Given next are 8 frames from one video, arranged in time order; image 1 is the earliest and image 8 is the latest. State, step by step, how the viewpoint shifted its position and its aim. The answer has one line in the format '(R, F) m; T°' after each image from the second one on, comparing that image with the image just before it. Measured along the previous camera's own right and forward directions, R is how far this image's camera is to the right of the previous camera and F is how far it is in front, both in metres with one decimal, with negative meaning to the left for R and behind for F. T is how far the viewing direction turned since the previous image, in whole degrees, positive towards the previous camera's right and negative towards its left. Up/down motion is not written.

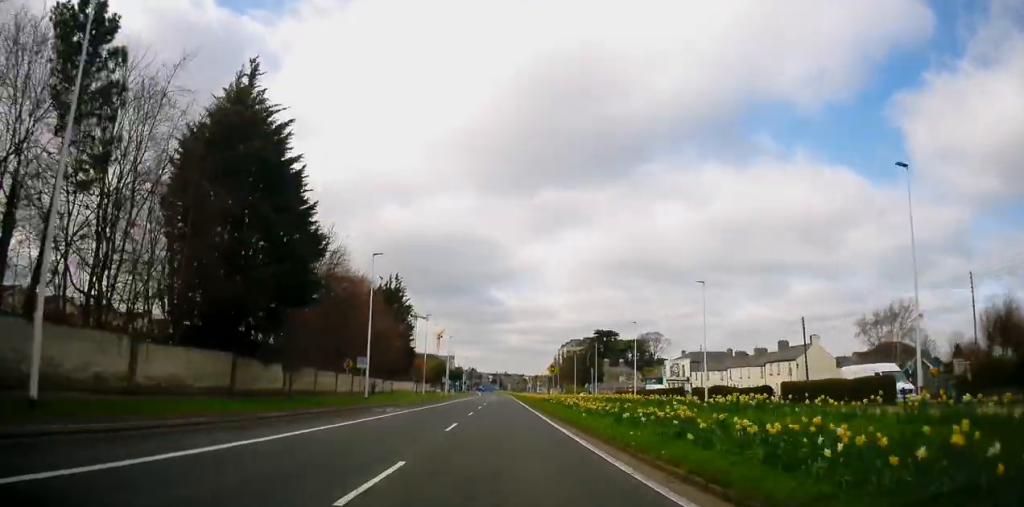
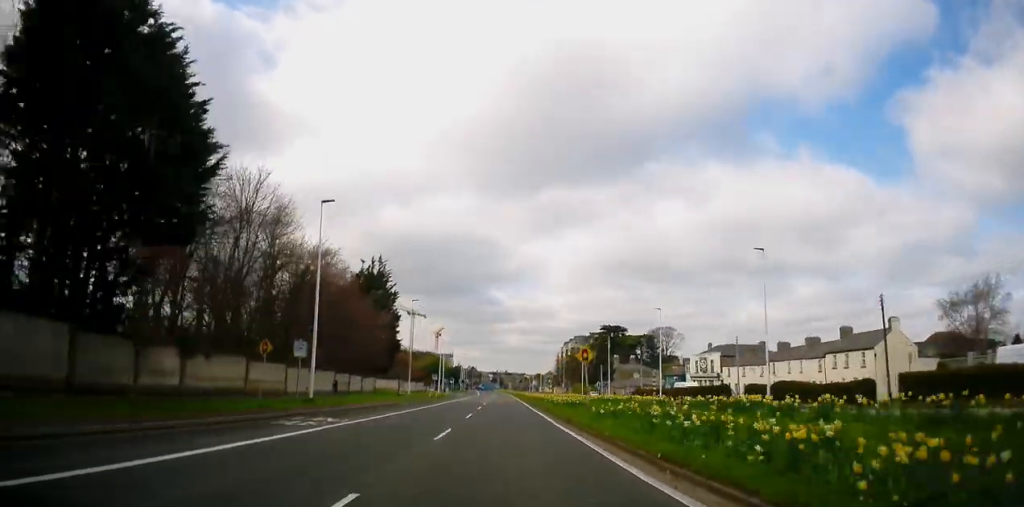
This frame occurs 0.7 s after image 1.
(0.0, +14.9) m; 0°
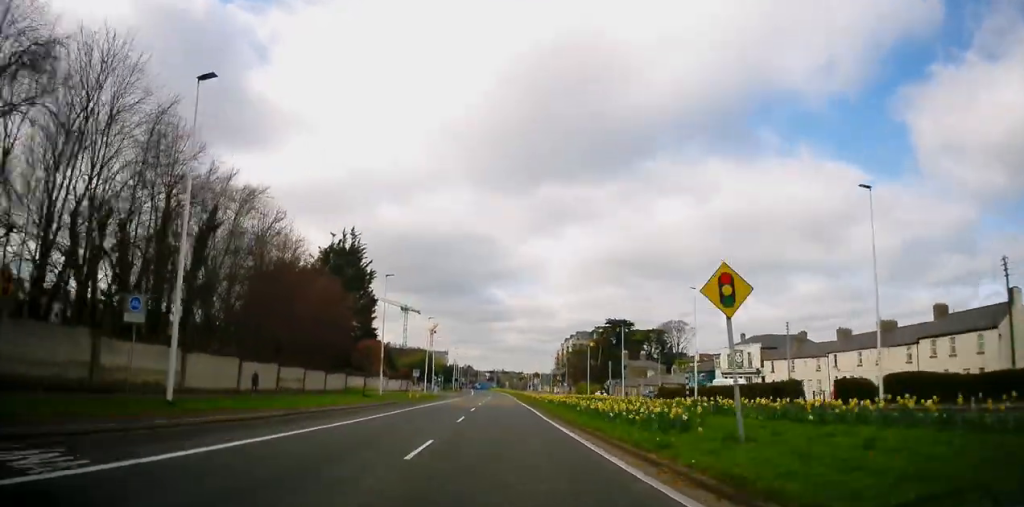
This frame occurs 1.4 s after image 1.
(+0.2, +15.1) m; +1°
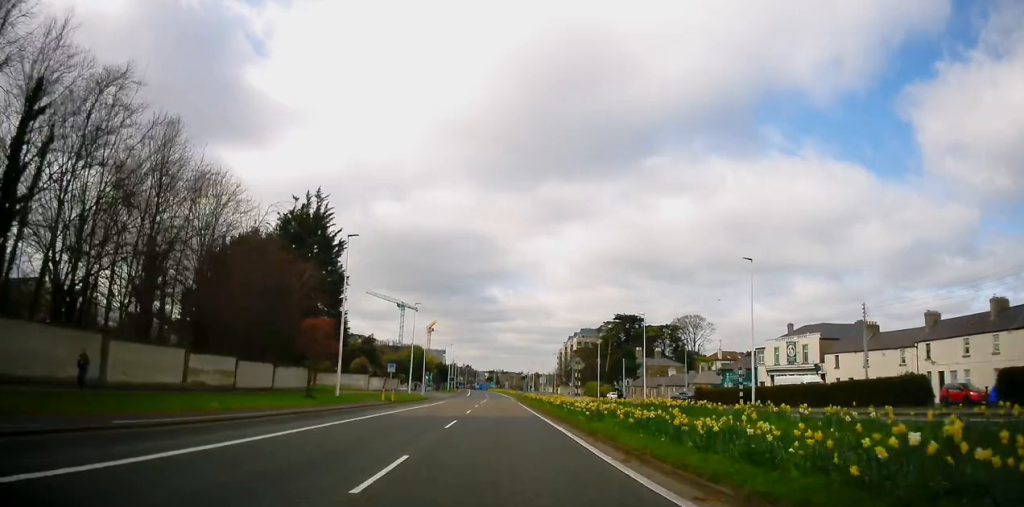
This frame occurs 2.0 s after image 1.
(0.0, +15.4) m; 0°
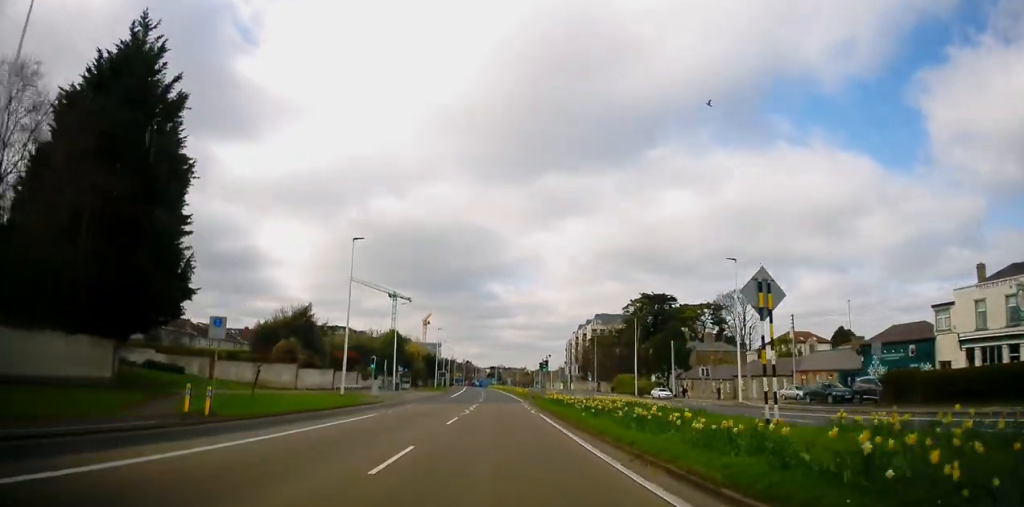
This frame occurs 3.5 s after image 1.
(-0.2, +33.2) m; 0°
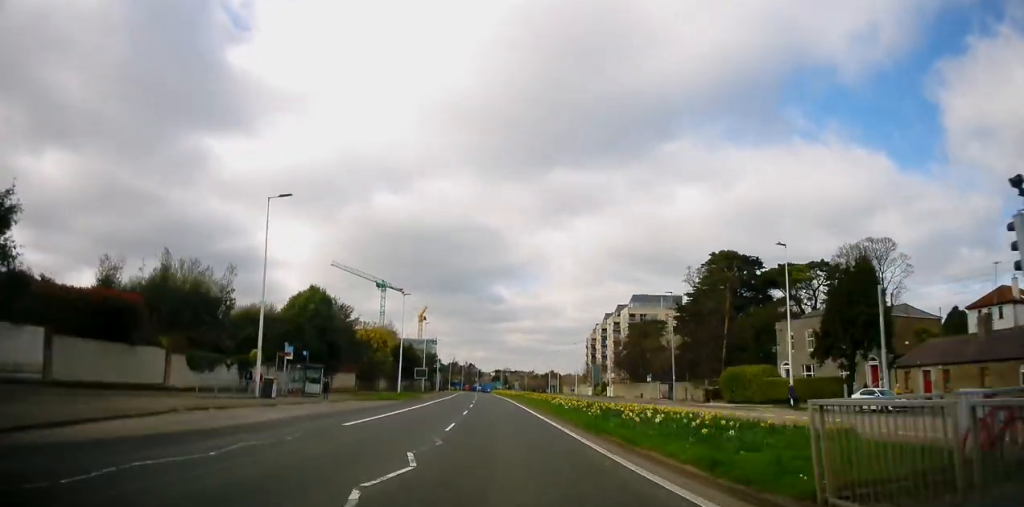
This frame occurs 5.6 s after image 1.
(-0.8, +49.8) m; -1°
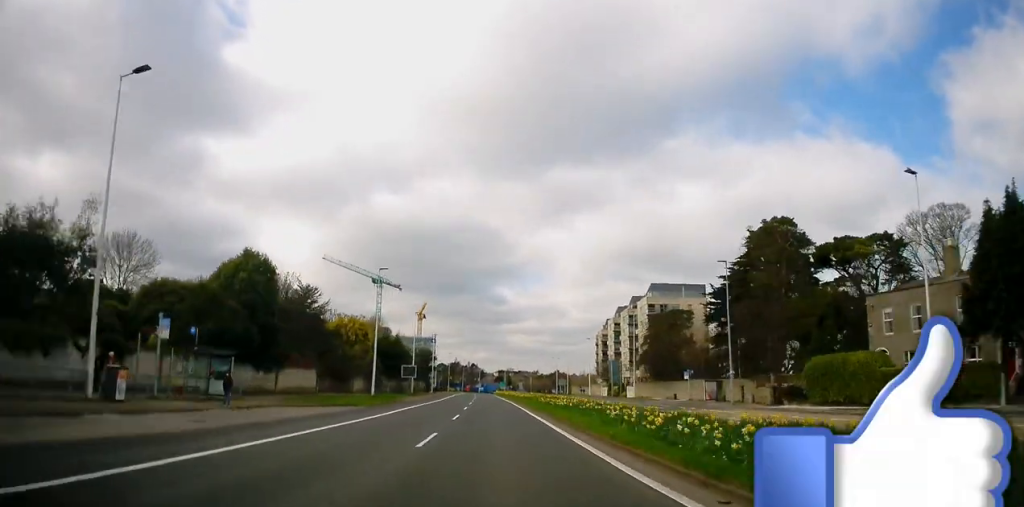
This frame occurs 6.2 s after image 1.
(+0.3, +15.5) m; 0°
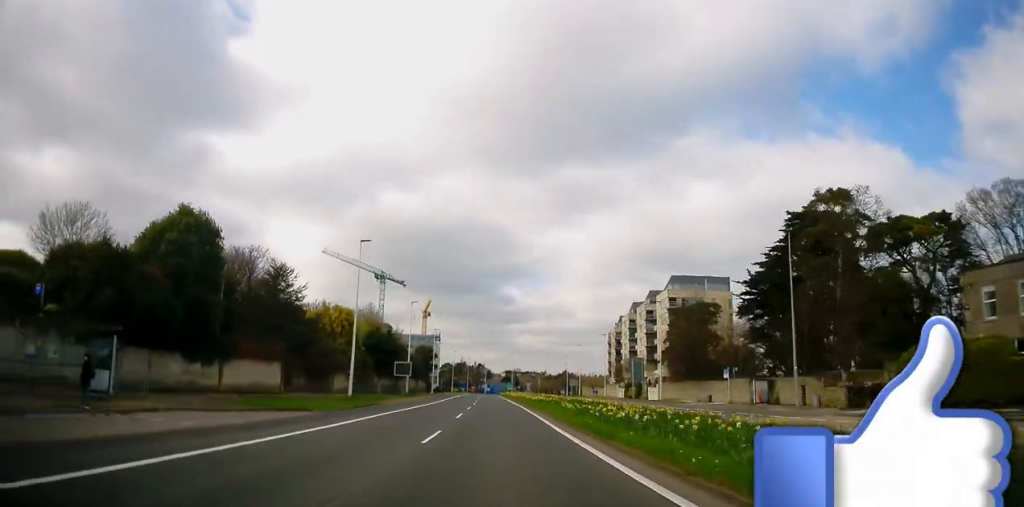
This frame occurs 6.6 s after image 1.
(0.0, +10.7) m; 0°
